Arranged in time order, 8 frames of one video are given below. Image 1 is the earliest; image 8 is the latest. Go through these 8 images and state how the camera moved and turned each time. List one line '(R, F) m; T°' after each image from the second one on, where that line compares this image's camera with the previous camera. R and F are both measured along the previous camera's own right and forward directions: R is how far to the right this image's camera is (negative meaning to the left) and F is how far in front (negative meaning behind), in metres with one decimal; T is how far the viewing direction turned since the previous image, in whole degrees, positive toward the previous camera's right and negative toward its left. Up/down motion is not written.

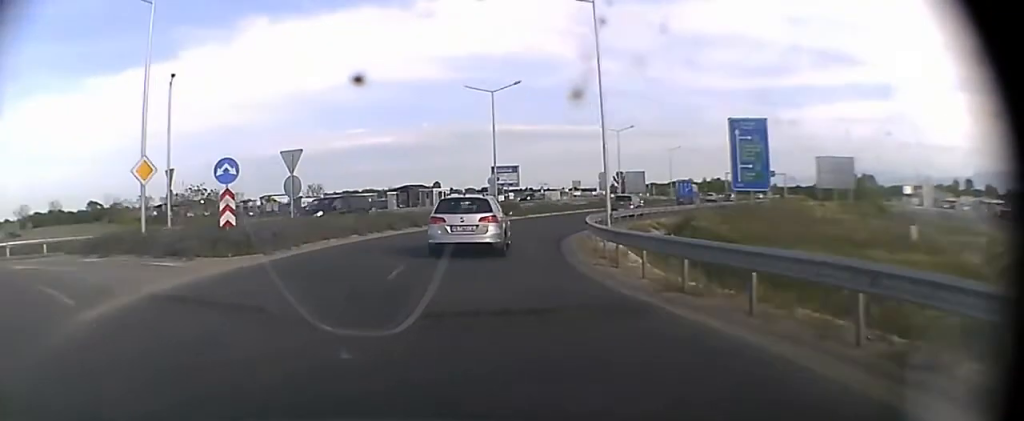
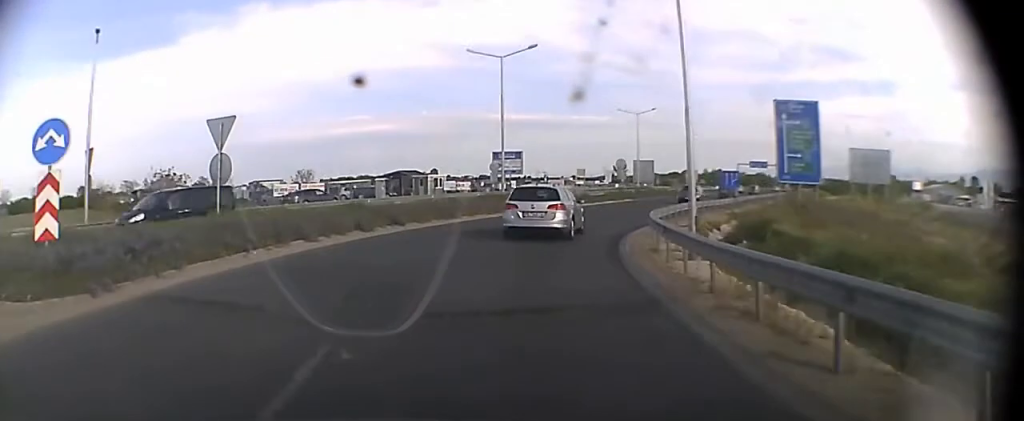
(-0.5, +8.6) m; 0°
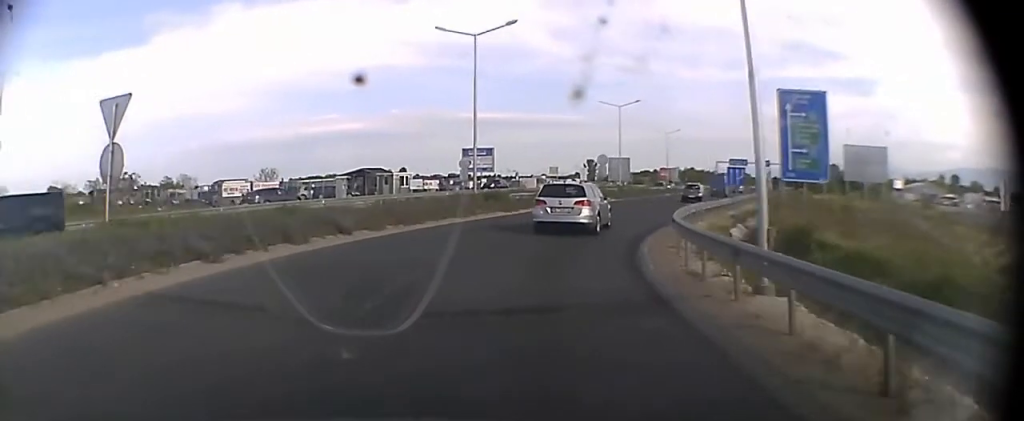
(+0.2, +6.0) m; +2°
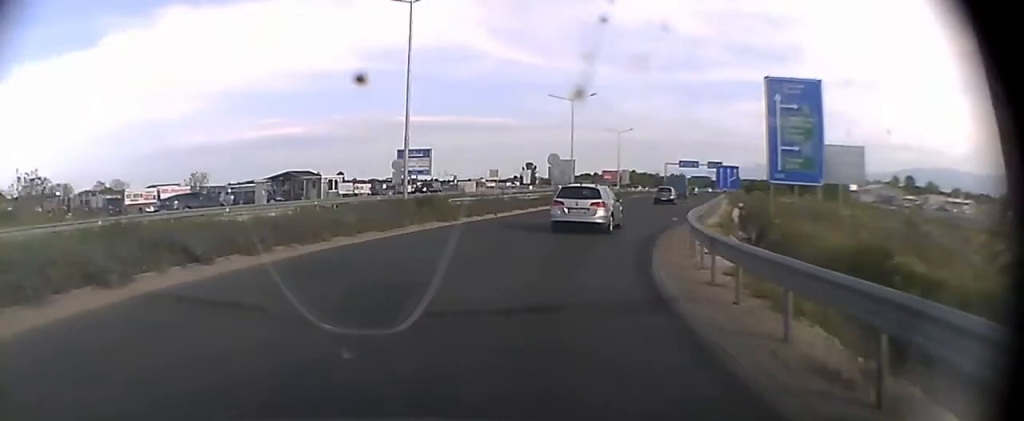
(+0.1, +5.1) m; +2°
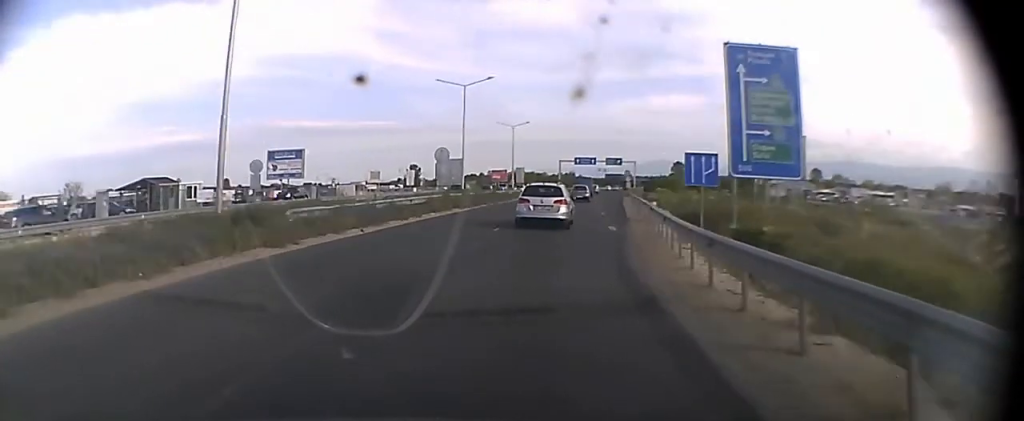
(+0.1, +8.6) m; +6°
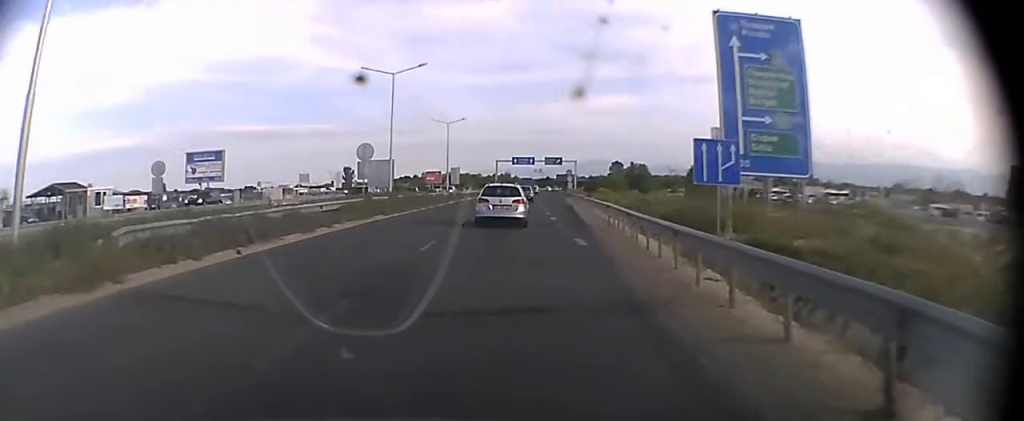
(+0.3, +5.7) m; +5°
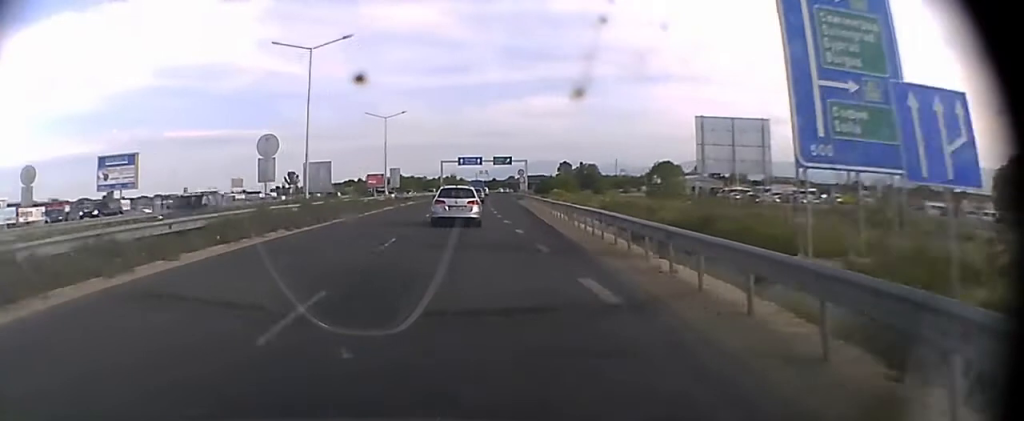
(+0.6, +8.3) m; +7°
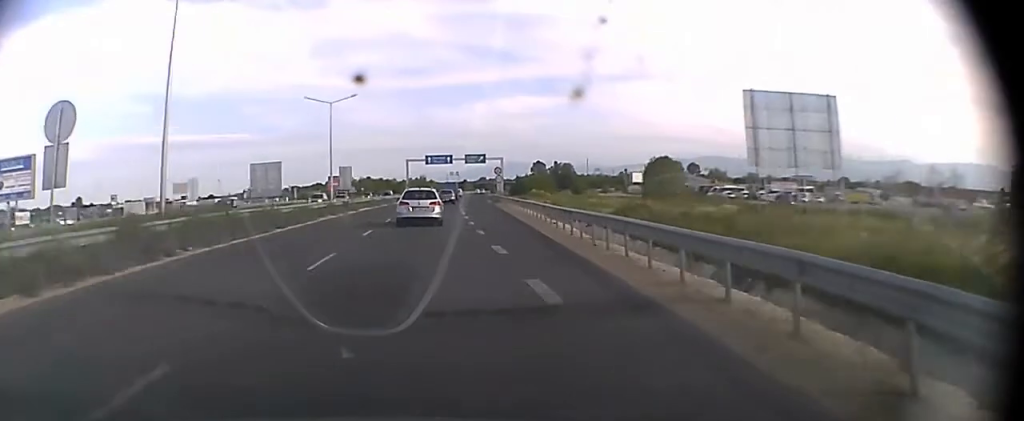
(+0.7, +12.9) m; +5°
